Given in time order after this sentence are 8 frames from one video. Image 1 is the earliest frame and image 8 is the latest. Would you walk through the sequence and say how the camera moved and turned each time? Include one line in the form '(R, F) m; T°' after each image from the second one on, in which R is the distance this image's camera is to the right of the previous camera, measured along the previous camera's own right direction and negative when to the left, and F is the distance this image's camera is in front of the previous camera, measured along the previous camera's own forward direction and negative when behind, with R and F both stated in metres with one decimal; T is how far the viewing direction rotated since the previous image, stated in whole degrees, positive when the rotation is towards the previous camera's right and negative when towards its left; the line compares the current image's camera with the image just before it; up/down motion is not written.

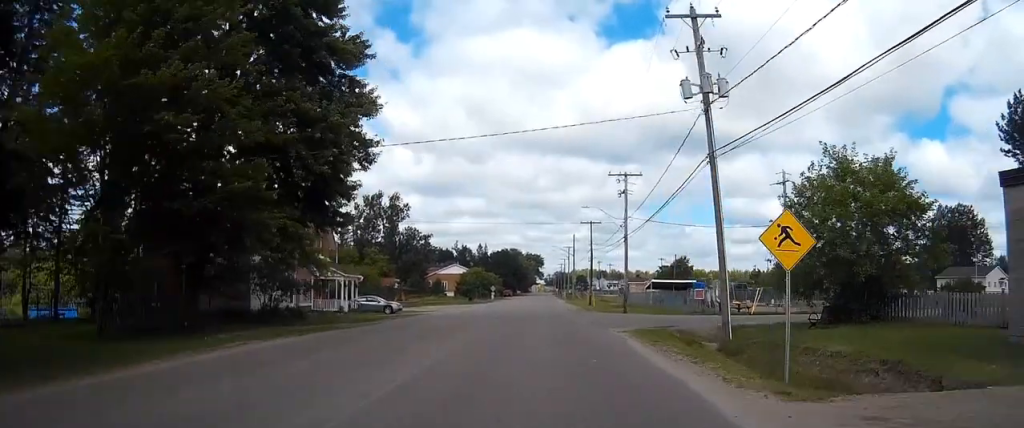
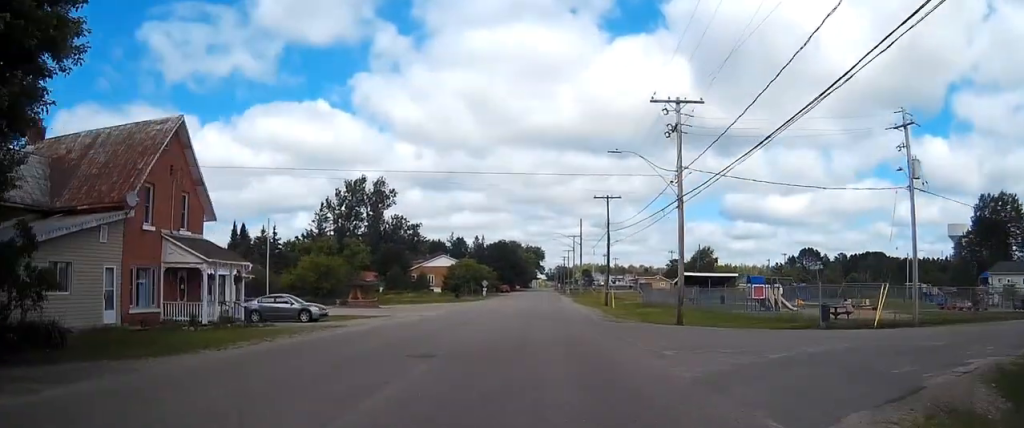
(-0.1, +17.2) m; 0°
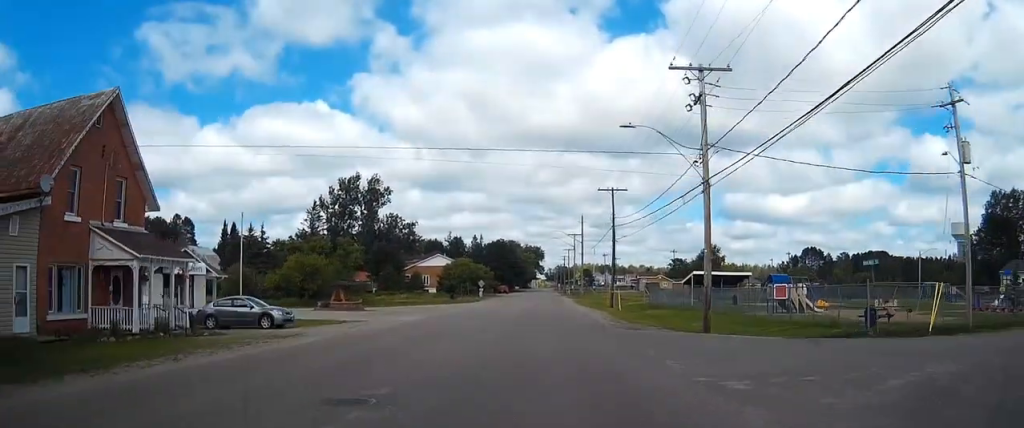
(0.0, +5.2) m; +1°
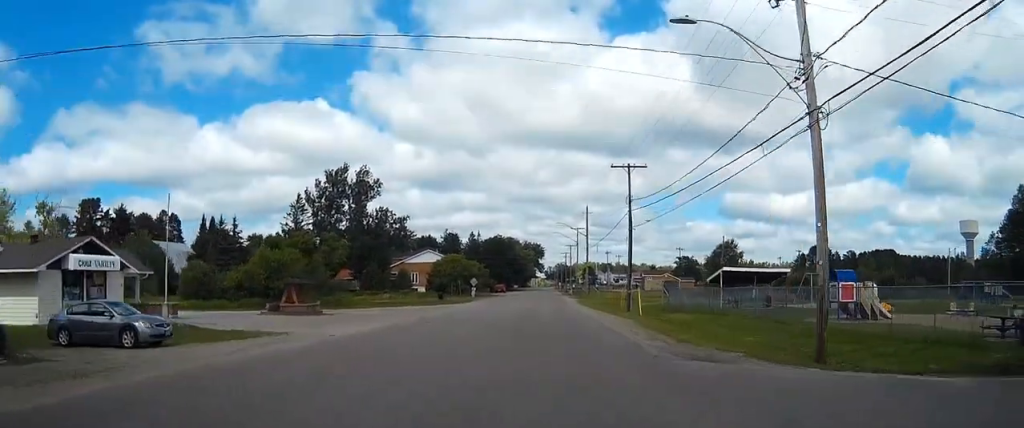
(+0.1, +11.3) m; +1°
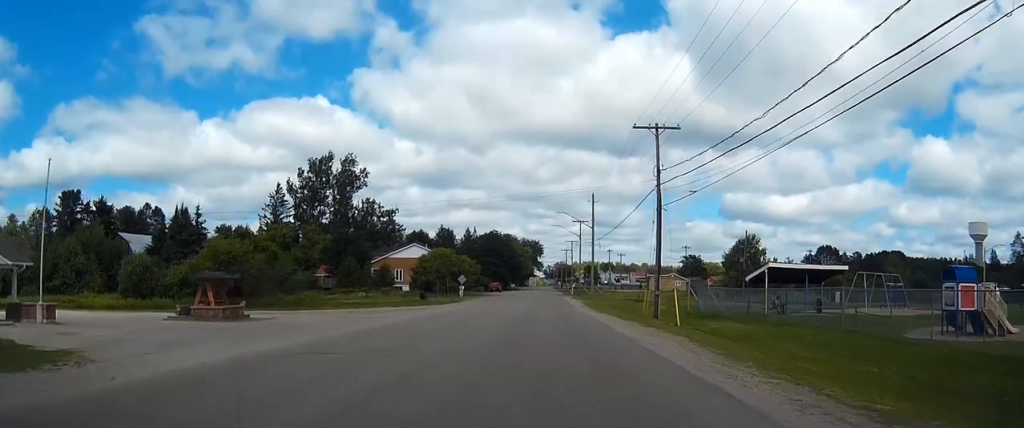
(+0.1, +12.6) m; 0°
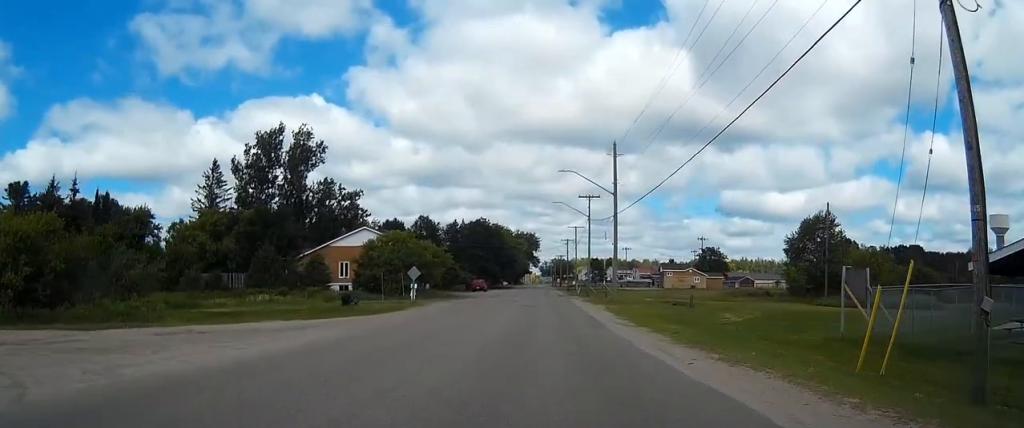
(-0.1, +29.6) m; 0°
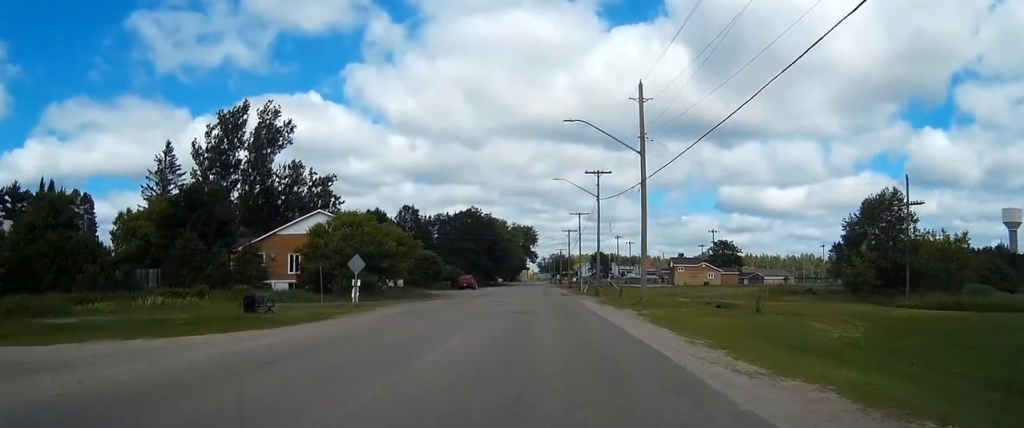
(0.0, +16.4) m; 0°
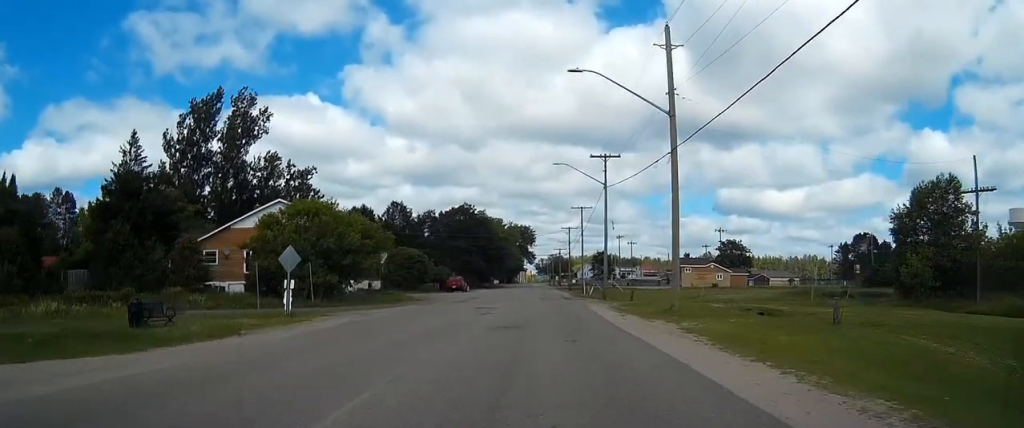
(+0.1, +9.9) m; 0°
